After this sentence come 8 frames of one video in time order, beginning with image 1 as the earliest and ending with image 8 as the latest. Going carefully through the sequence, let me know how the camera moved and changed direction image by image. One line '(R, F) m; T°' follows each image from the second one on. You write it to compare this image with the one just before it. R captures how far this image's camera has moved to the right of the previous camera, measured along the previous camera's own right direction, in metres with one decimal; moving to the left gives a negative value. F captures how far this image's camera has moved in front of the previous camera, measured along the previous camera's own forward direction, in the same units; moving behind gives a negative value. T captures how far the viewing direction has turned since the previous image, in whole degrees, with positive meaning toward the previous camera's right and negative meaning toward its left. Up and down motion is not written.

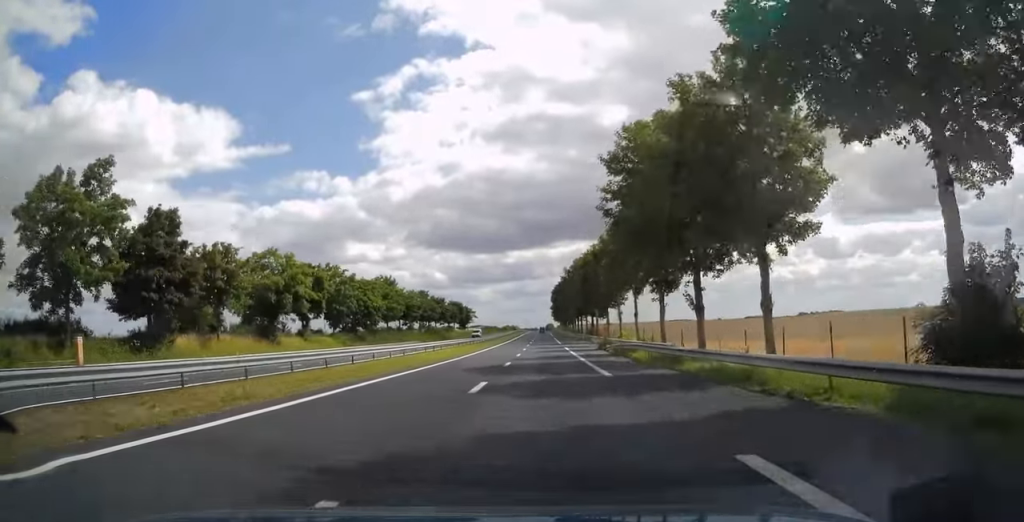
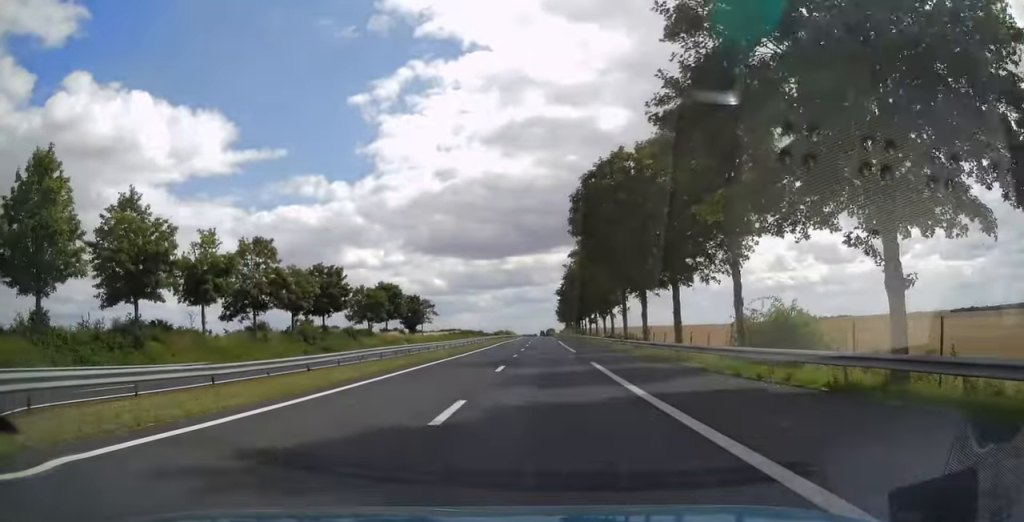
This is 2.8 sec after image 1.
(-0.1, +75.2) m; 0°
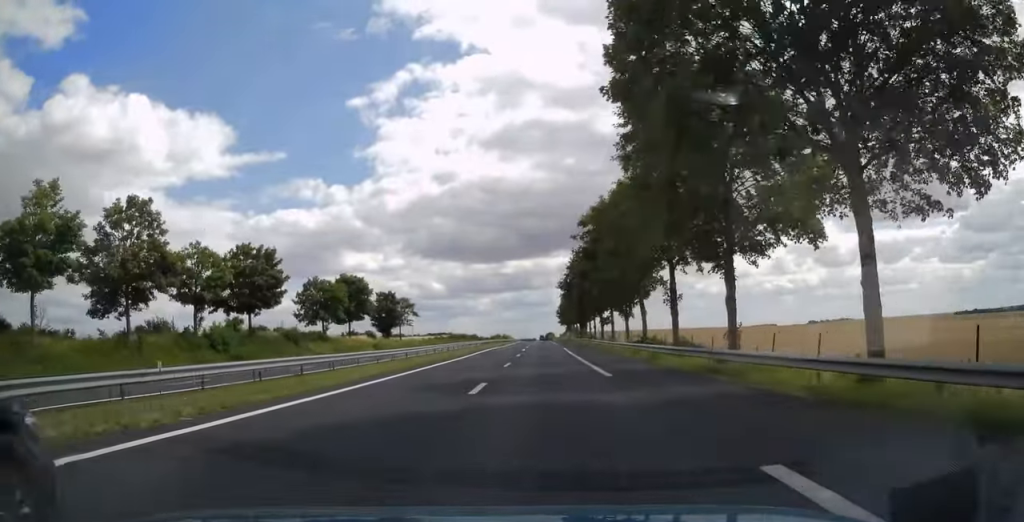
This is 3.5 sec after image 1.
(+0.1, +21.0) m; 0°
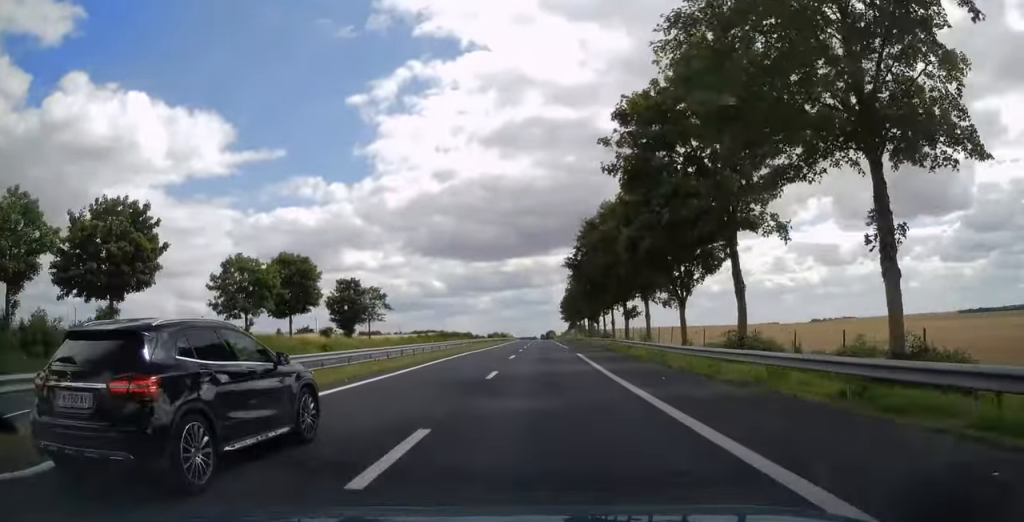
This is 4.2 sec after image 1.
(0.0, +22.9) m; 0°
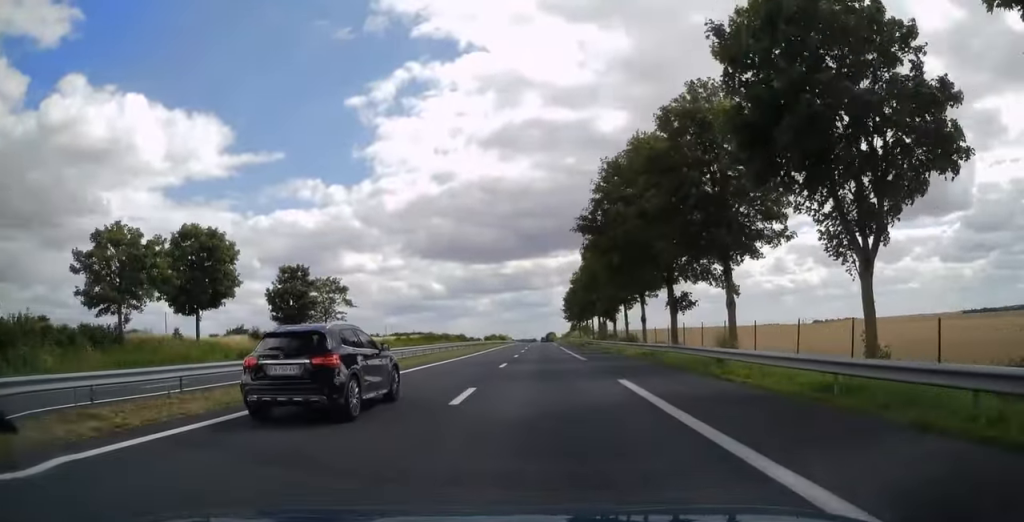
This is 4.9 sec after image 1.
(0.0, +21.6) m; 0°
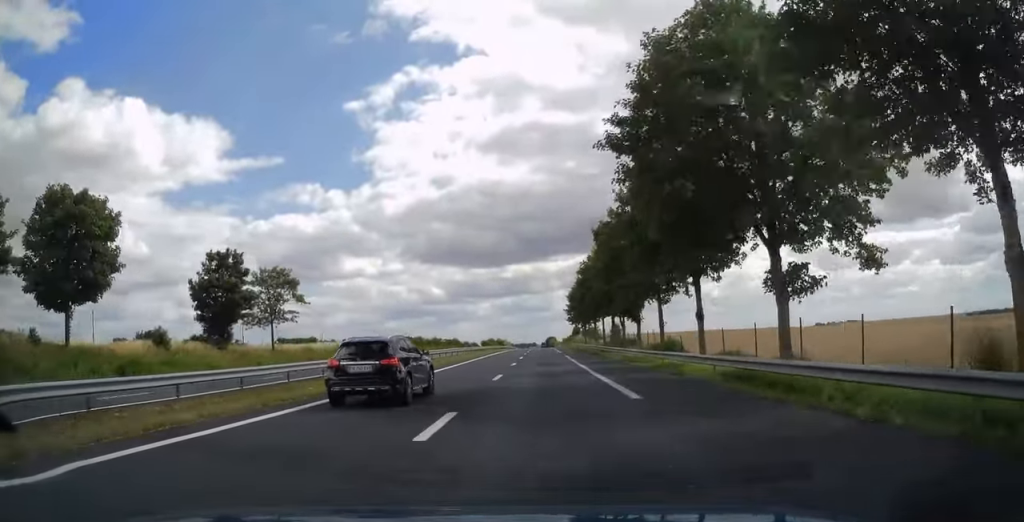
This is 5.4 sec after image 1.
(0.0, +19.3) m; 0°
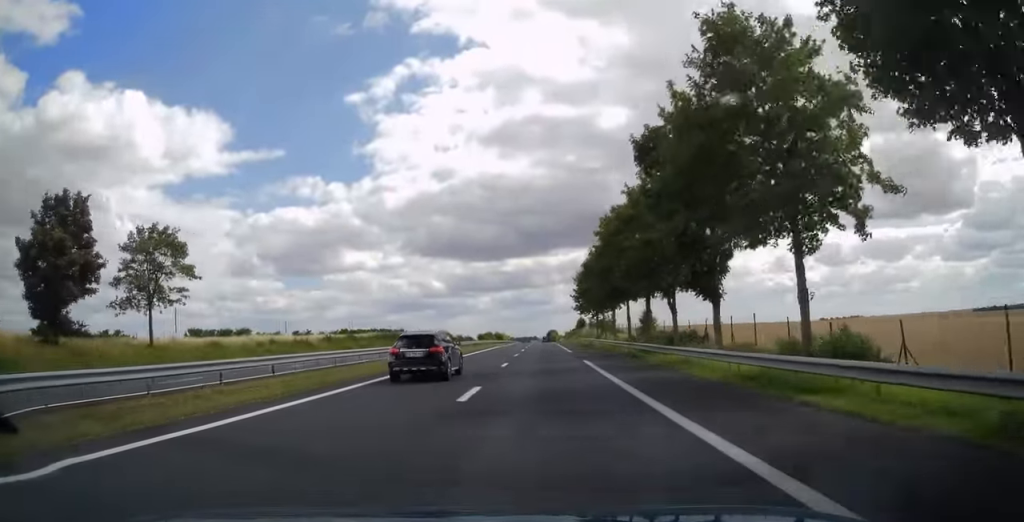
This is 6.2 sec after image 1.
(0.0, +25.2) m; 0°
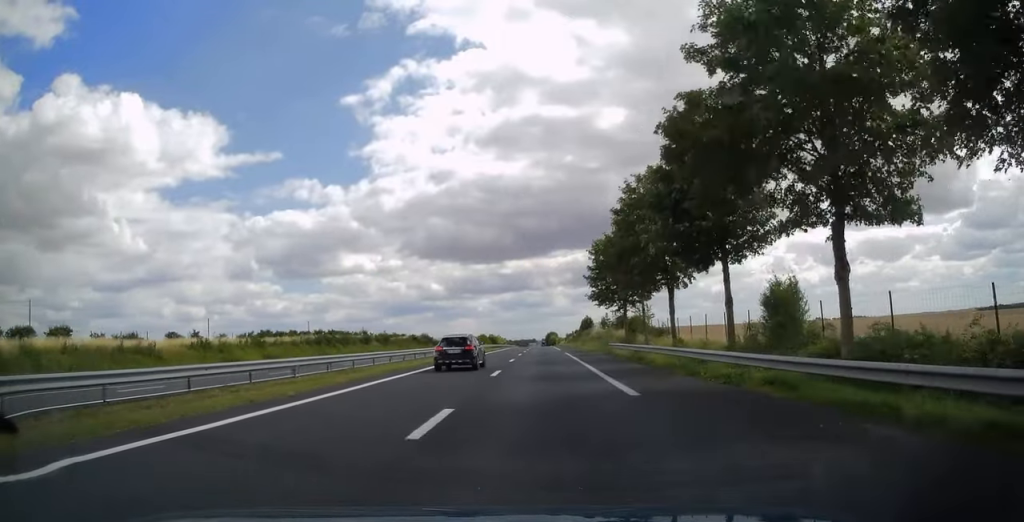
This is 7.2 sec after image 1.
(+0.1, +33.1) m; 0°
